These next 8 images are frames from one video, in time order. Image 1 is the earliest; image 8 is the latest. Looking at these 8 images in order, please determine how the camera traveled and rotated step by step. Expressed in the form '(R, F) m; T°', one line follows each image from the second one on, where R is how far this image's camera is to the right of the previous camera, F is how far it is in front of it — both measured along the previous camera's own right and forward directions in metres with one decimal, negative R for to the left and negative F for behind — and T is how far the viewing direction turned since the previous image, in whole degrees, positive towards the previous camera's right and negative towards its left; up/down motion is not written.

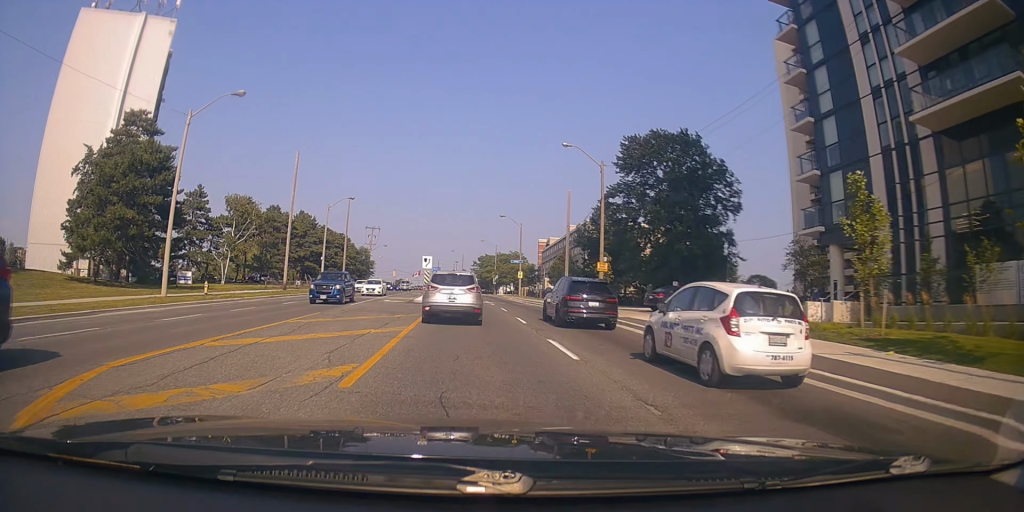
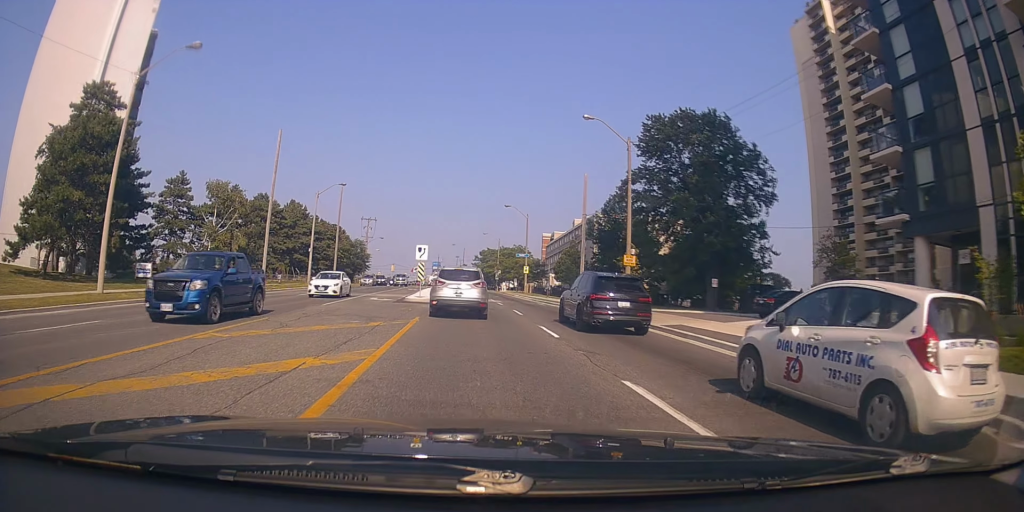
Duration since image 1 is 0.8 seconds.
(+0.3, +6.1) m; +2°
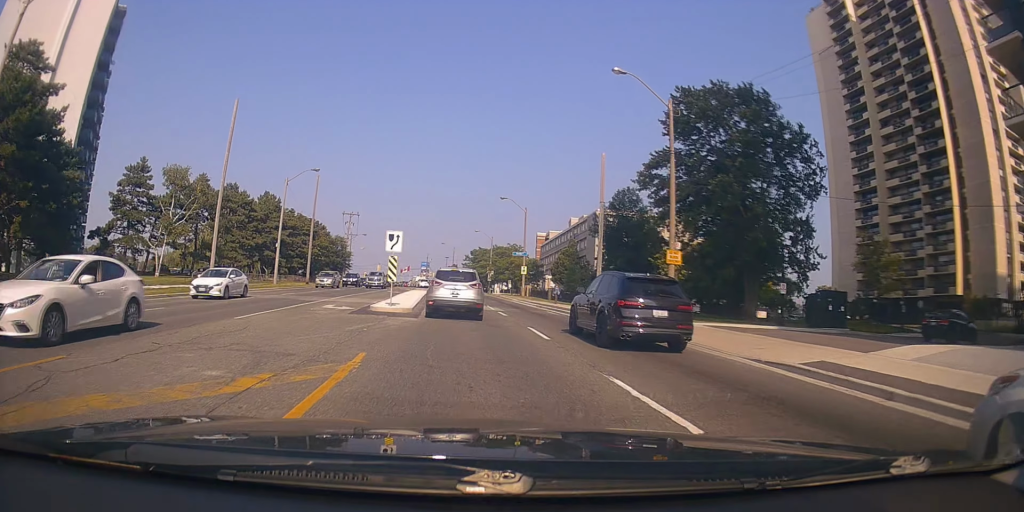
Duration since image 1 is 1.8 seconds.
(-0.1, +8.6) m; -2°
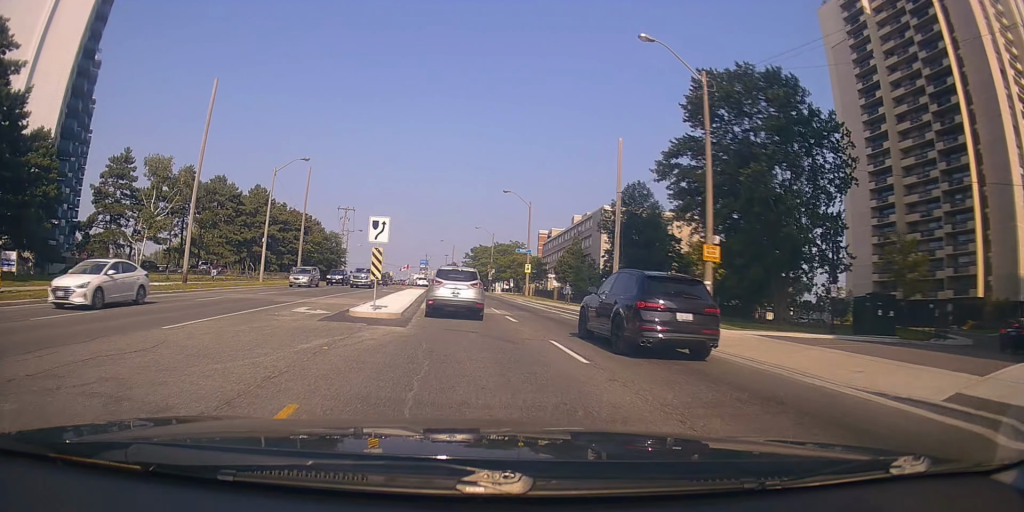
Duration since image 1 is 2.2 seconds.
(-0.2, +4.0) m; 0°
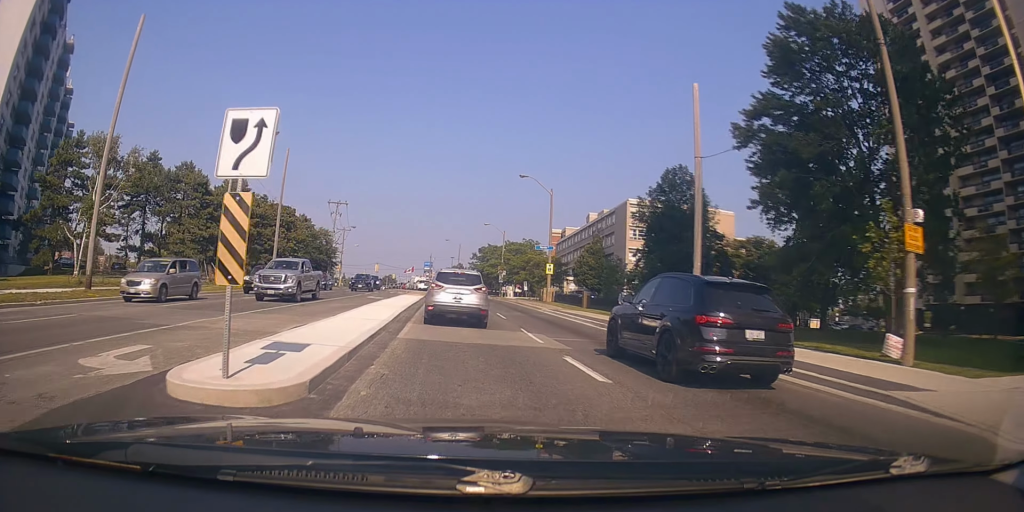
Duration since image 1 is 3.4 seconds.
(+0.2, +10.7) m; +2°
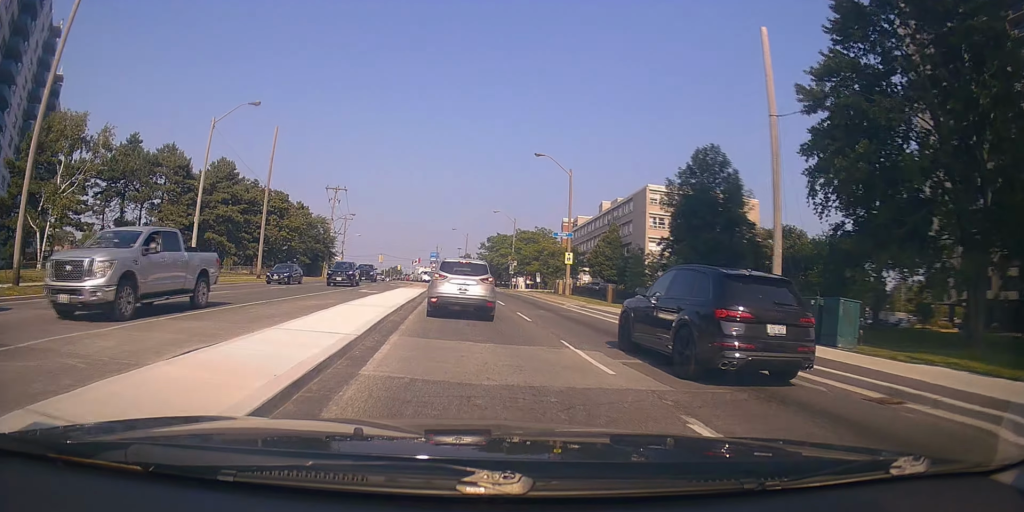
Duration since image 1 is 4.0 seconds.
(+0.1, +5.6) m; -2°
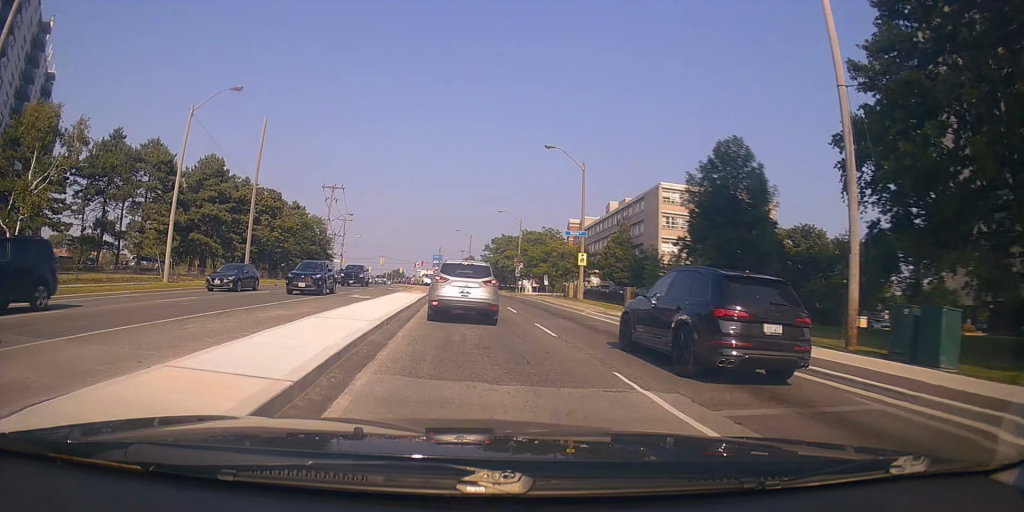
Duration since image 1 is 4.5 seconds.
(+0.1, +4.0) m; -3°
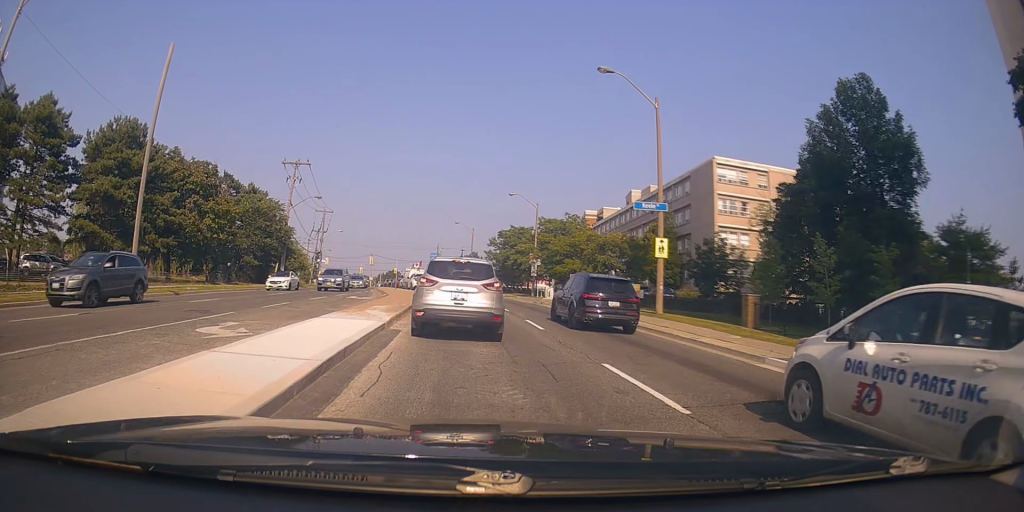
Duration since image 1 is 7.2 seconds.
(-0.9, +16.8) m; +2°
